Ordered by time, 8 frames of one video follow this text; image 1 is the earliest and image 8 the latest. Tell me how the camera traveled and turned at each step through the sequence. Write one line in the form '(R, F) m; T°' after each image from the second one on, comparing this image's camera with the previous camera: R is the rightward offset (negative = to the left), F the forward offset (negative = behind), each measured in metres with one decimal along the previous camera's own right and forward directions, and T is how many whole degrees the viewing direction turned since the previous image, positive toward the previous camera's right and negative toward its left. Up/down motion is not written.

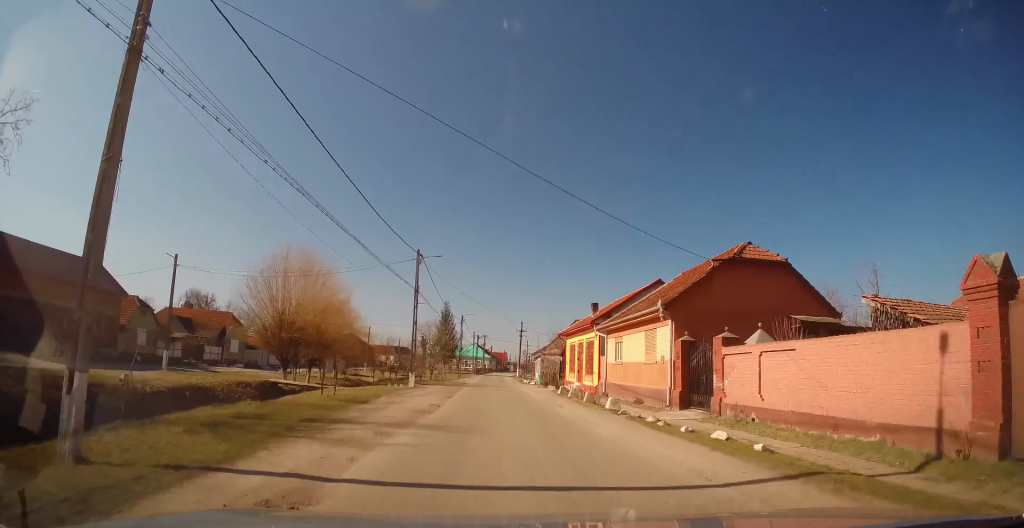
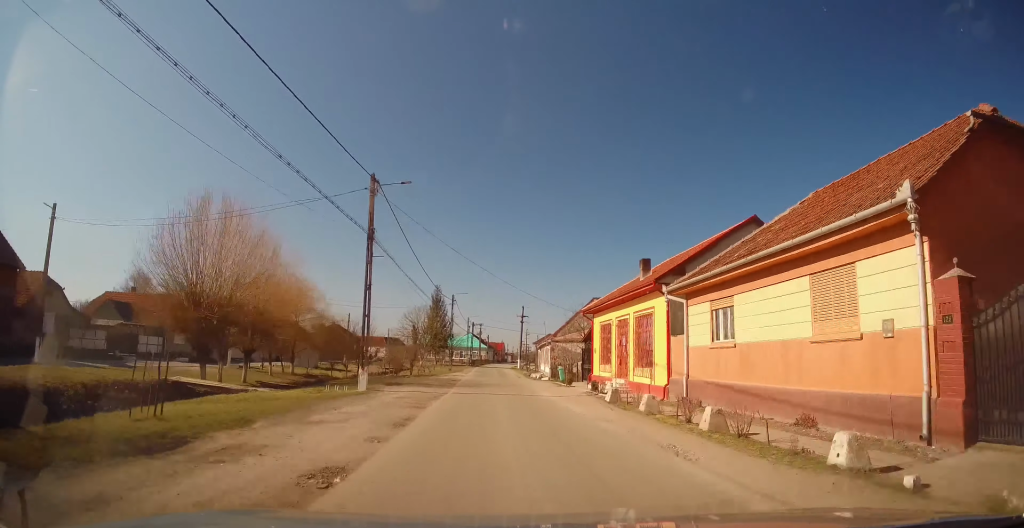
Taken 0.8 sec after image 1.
(-0.2, +11.9) m; +1°
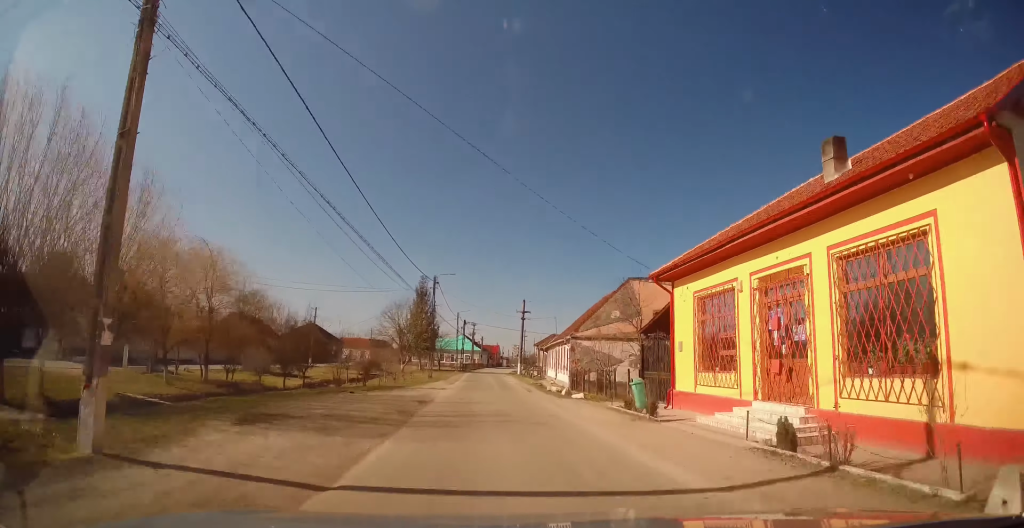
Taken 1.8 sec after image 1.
(+0.5, +13.8) m; +1°
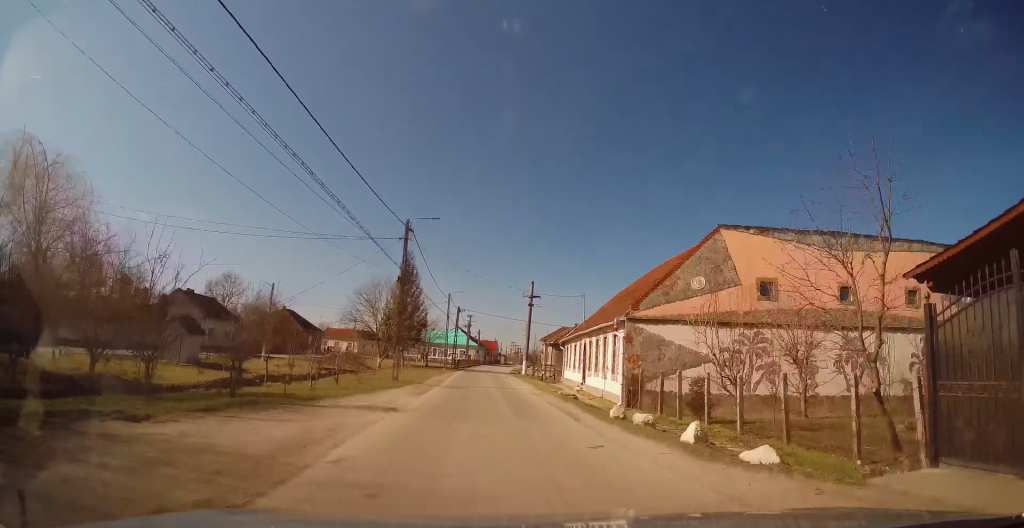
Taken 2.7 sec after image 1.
(-0.1, +14.2) m; 0°
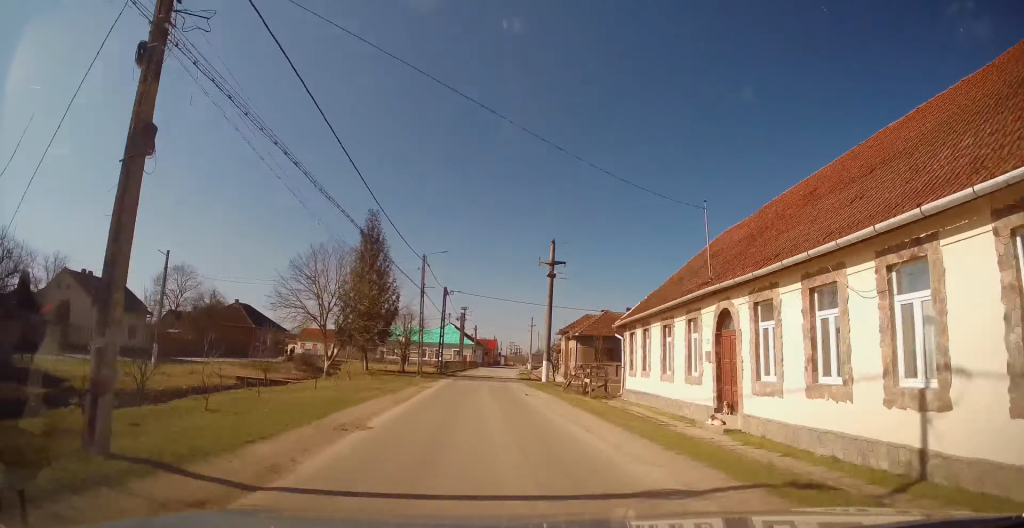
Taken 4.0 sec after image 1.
(+0.2, +19.8) m; -1°
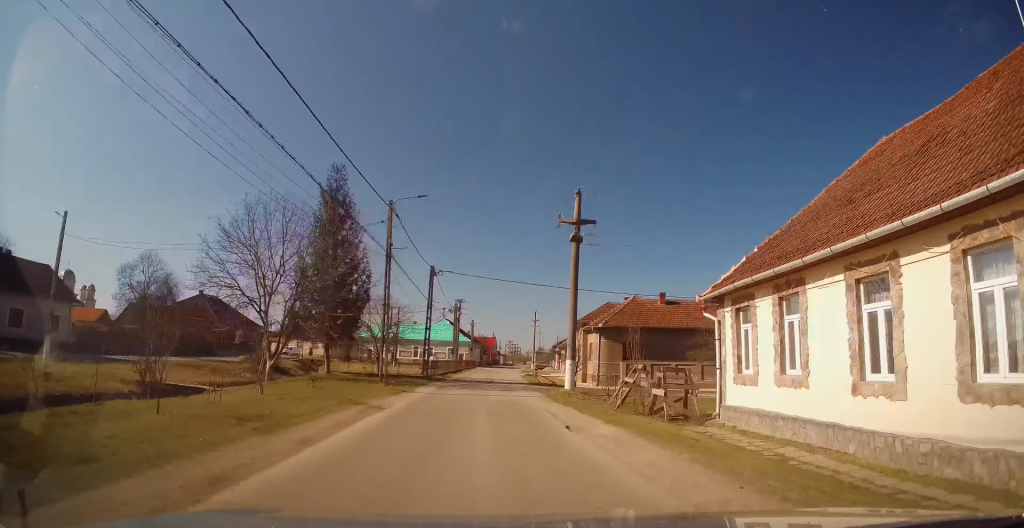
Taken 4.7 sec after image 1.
(-0.3, +11.0) m; 0°
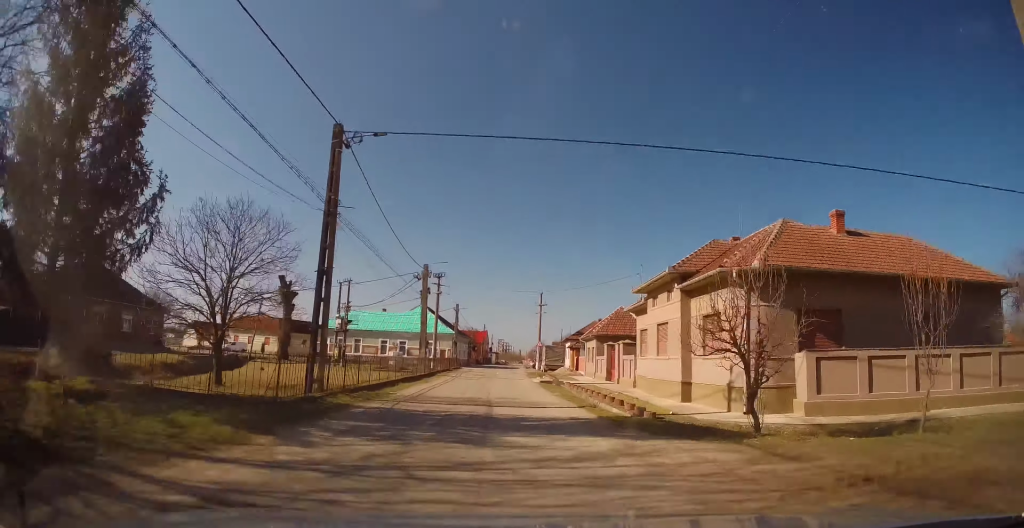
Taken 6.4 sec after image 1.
(+0.3, +24.6) m; +1°
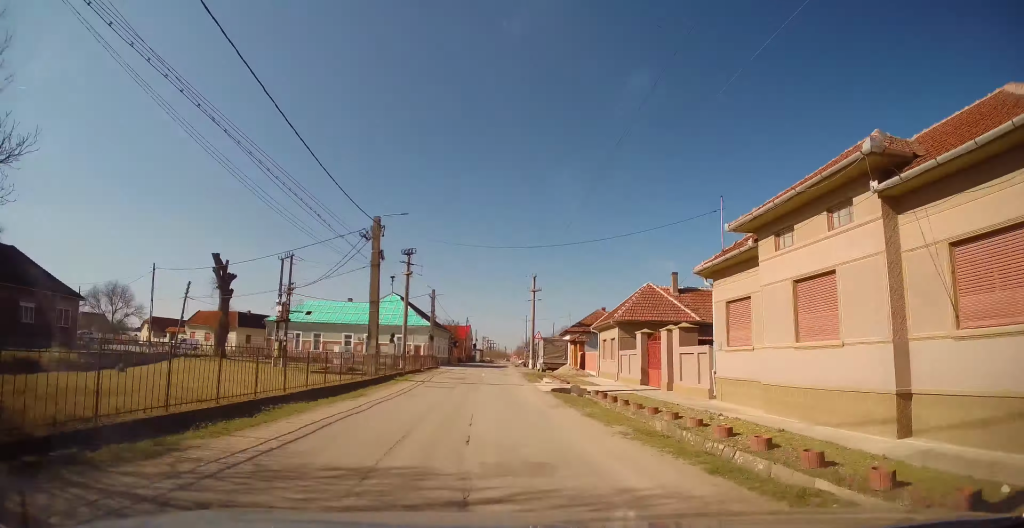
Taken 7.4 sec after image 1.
(+0.1, +12.7) m; +2°
